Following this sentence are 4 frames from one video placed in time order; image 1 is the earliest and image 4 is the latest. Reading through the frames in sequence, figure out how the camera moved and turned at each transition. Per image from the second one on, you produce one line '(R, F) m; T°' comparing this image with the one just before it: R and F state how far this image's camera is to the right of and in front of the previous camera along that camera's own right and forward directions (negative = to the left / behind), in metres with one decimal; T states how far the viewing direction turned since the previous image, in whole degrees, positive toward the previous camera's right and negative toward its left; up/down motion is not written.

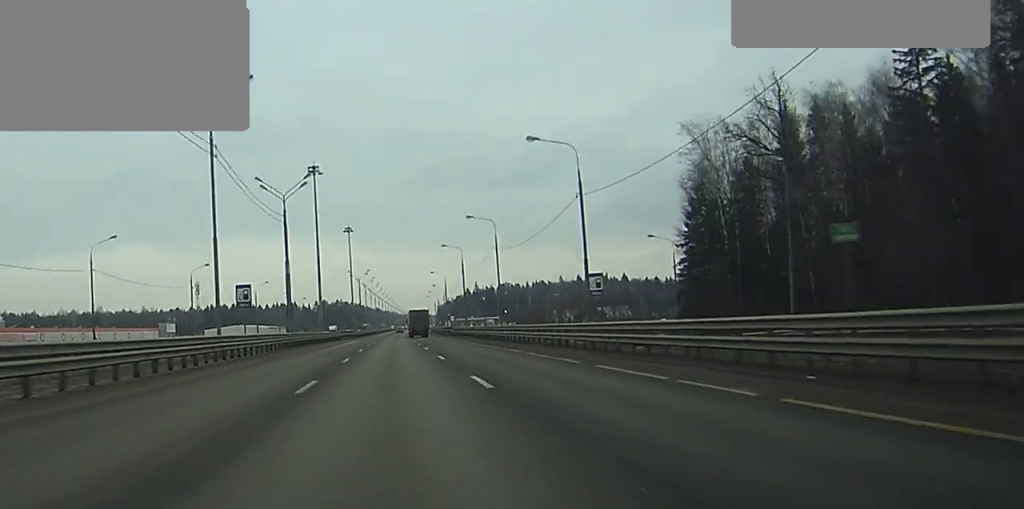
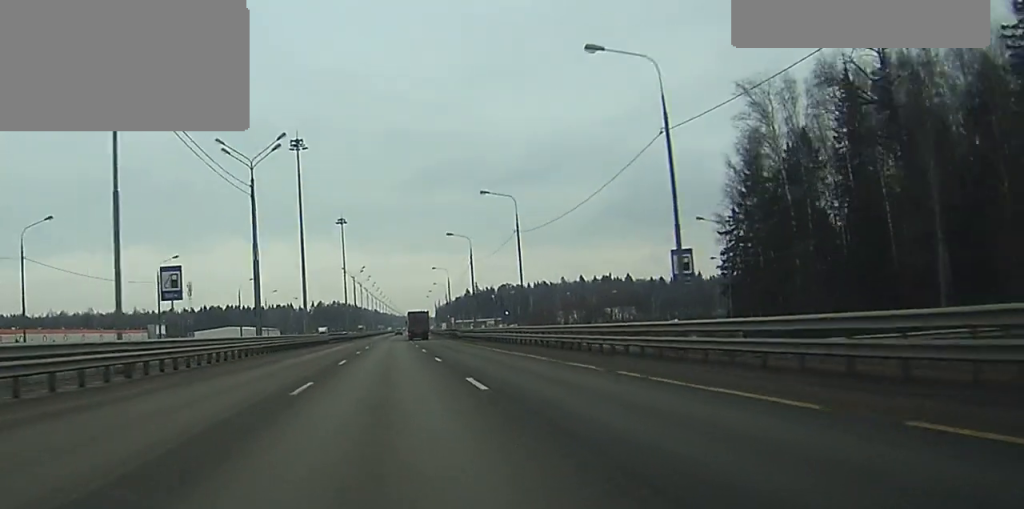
(-0.1, +14.7) m; 0°
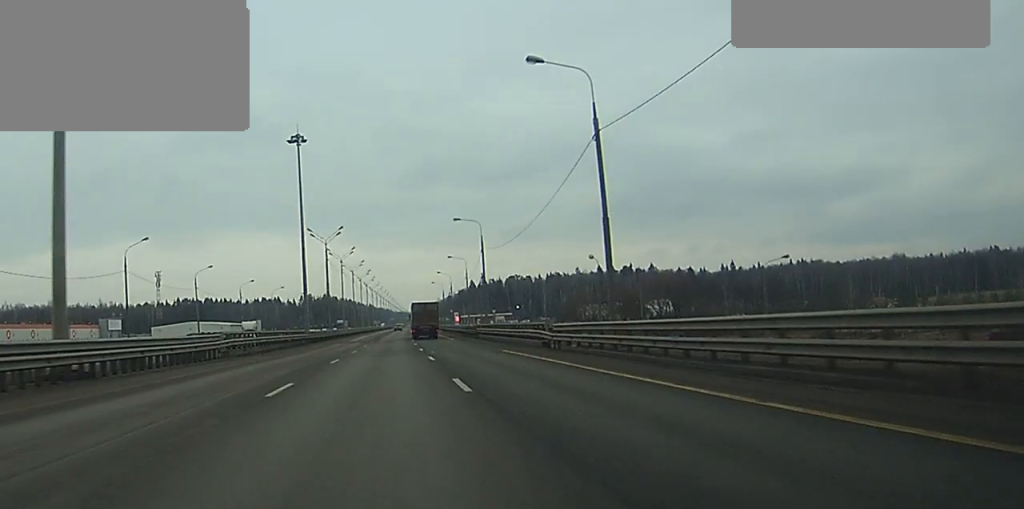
(+0.5, +71.3) m; 0°
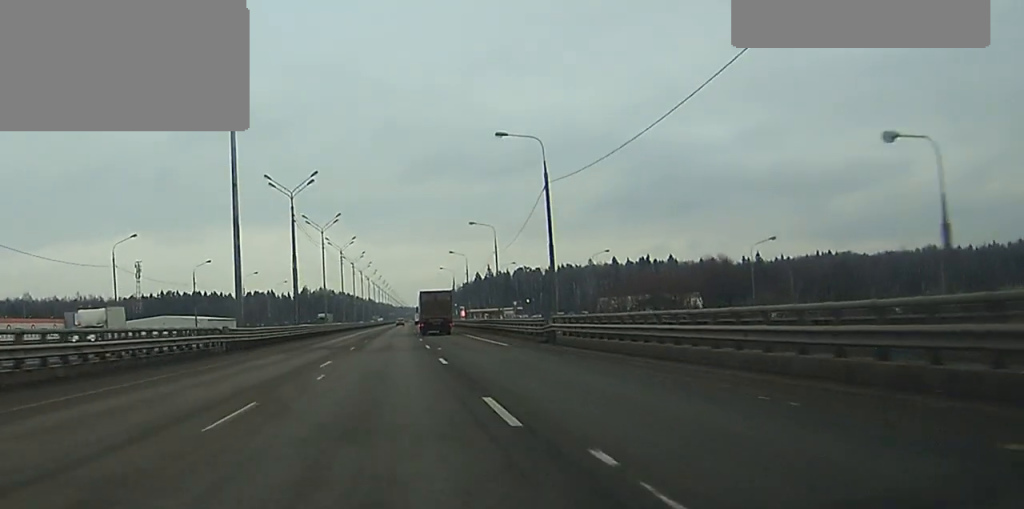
(0.0, +40.9) m; 0°
